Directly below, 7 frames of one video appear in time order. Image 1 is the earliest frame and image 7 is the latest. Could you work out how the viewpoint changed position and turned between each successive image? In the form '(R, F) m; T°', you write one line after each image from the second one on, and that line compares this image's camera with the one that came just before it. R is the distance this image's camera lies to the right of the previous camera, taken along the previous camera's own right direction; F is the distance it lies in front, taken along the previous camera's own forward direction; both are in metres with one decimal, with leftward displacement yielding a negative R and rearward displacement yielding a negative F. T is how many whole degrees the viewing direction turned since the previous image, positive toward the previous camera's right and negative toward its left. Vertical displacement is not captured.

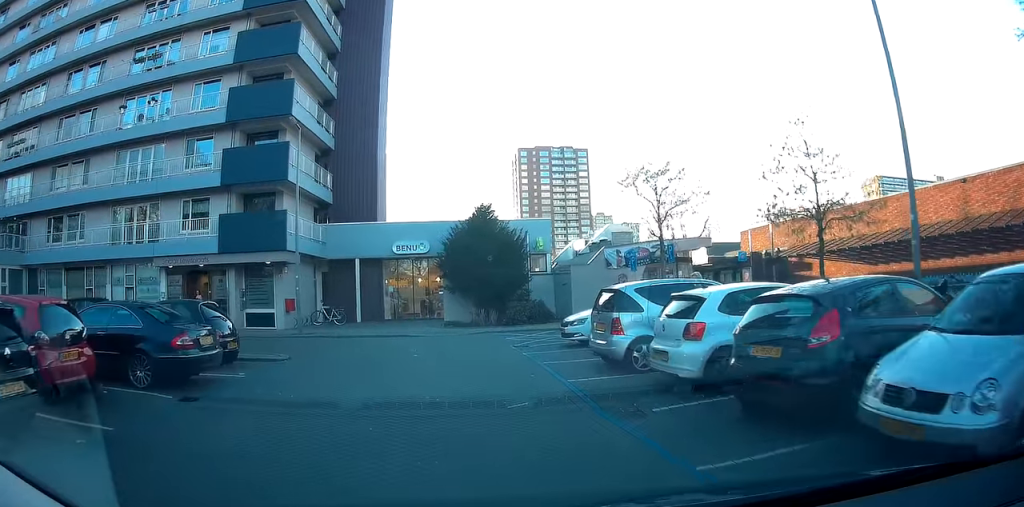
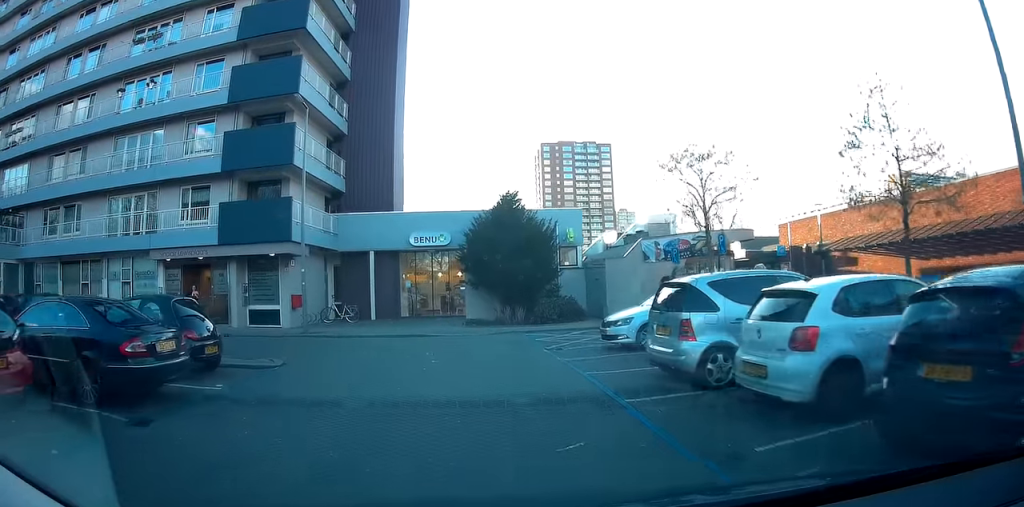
(+0.1, +2.4) m; 0°
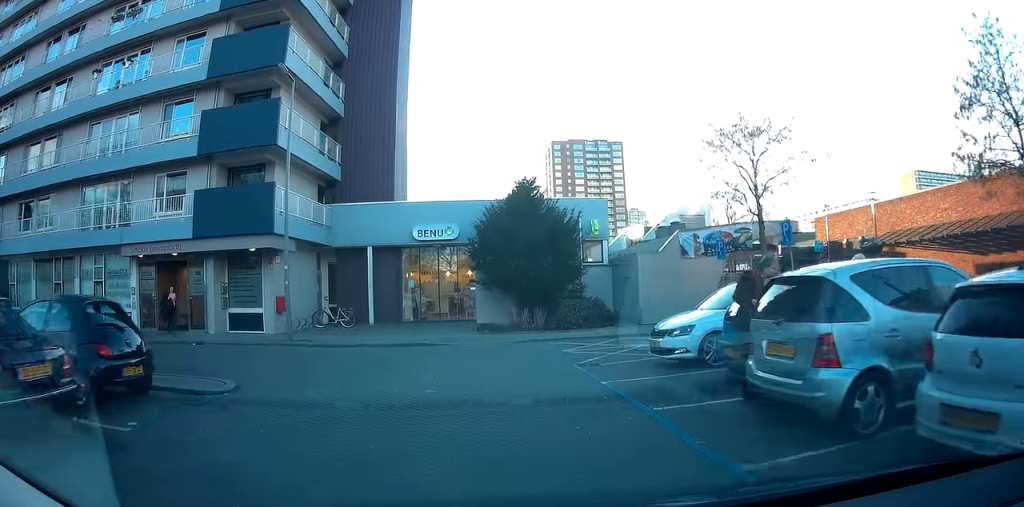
(-0.3, +2.6) m; -6°
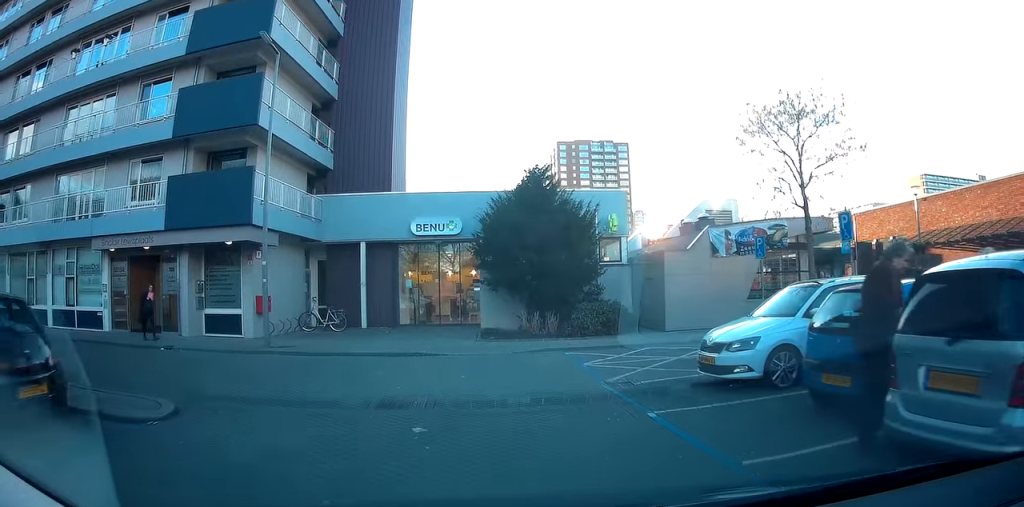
(0.0, +1.8) m; -4°
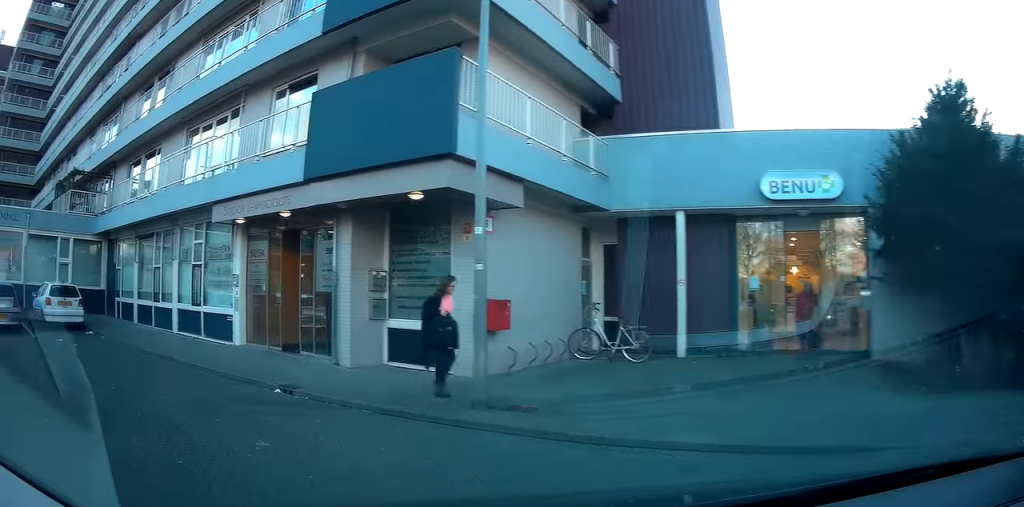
(-1.6, +8.7) m; -25°
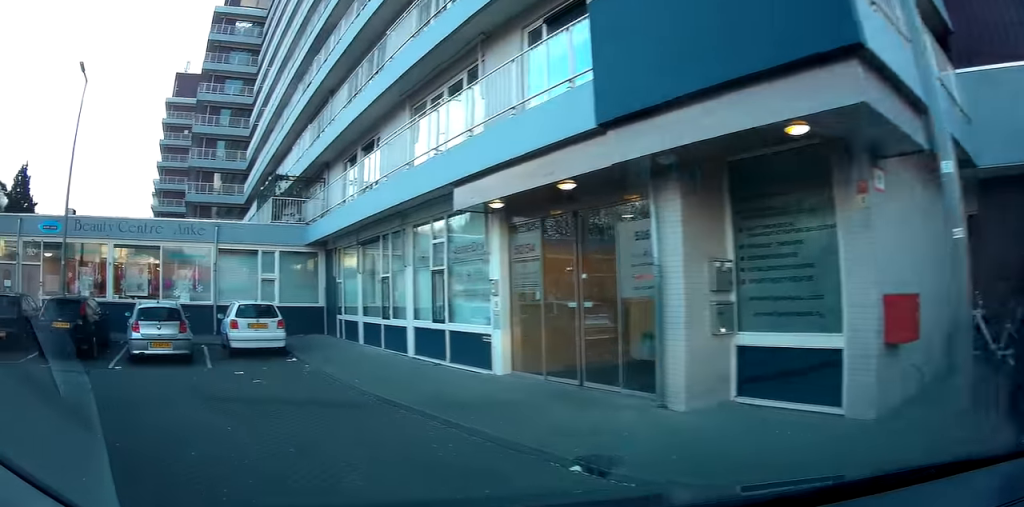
(-0.5, +3.1) m; -21°
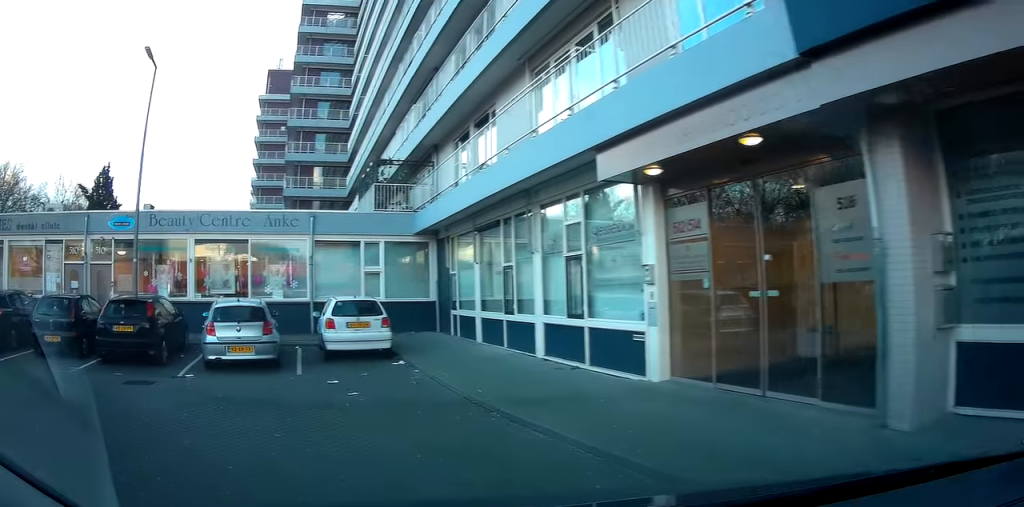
(-0.2, +1.3) m; -9°
